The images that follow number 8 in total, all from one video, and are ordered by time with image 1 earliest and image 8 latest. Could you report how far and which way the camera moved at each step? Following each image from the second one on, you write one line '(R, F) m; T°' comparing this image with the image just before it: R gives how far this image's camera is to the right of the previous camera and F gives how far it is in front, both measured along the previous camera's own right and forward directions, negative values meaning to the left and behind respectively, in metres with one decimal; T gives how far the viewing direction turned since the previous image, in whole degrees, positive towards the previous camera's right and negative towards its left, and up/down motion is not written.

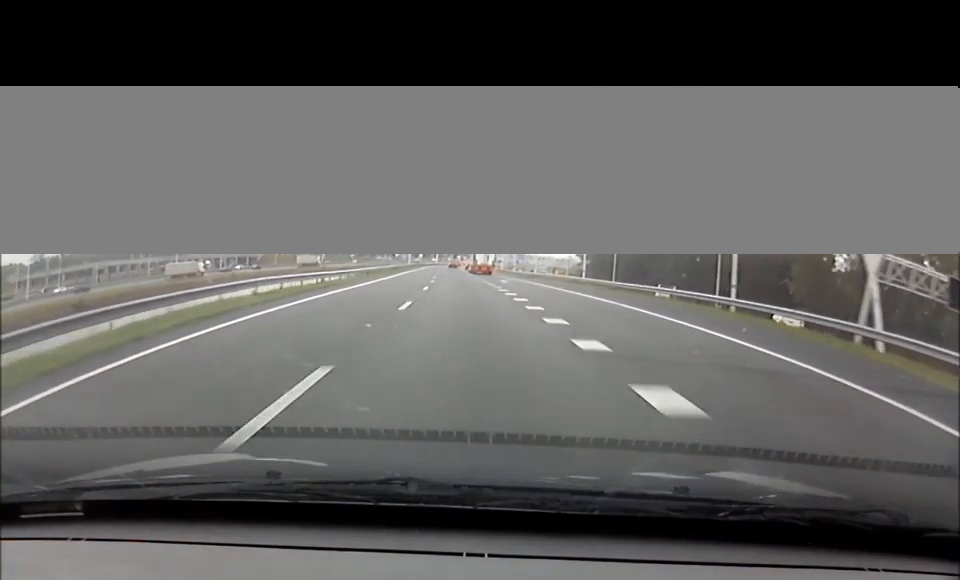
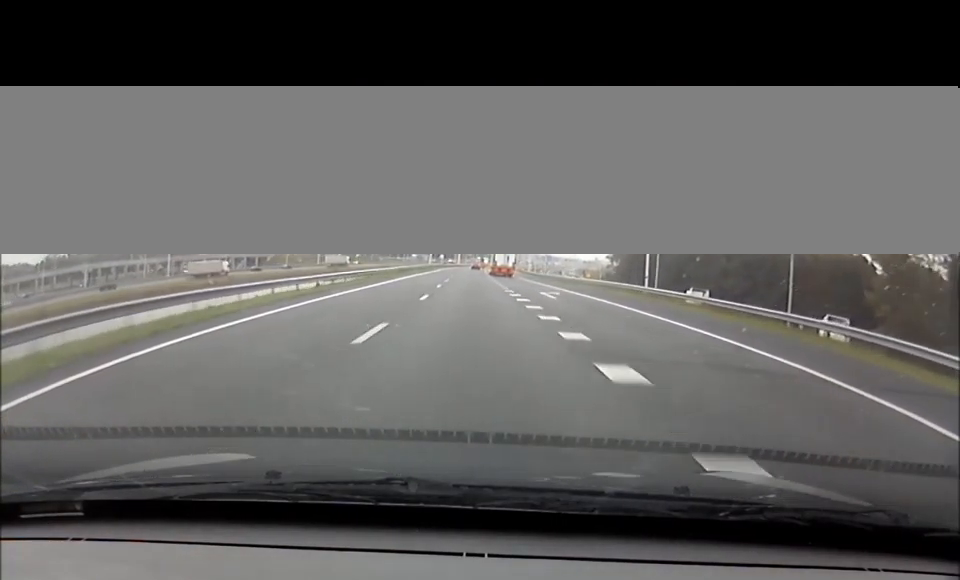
(+0.4, +18.8) m; -2°
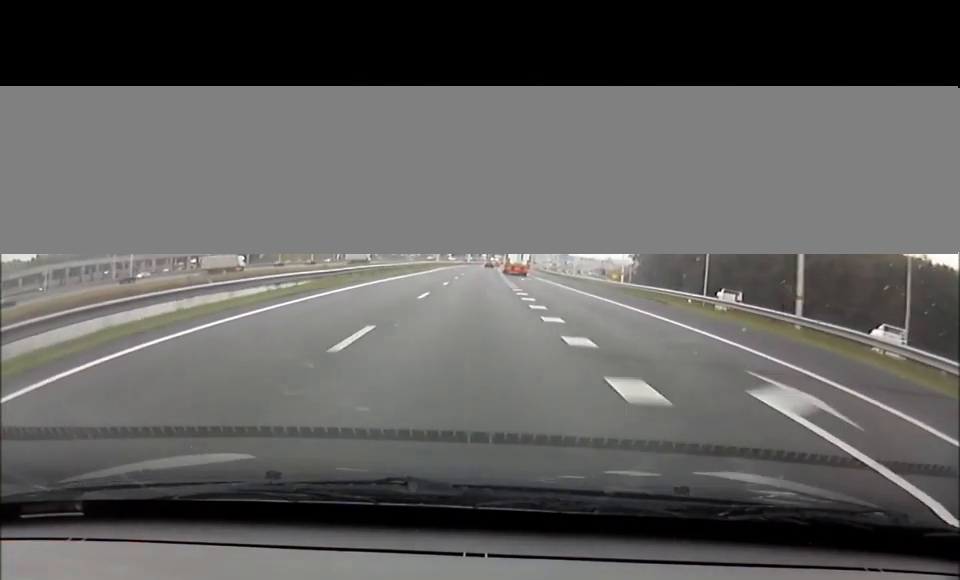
(-1.7, +25.2) m; -3°
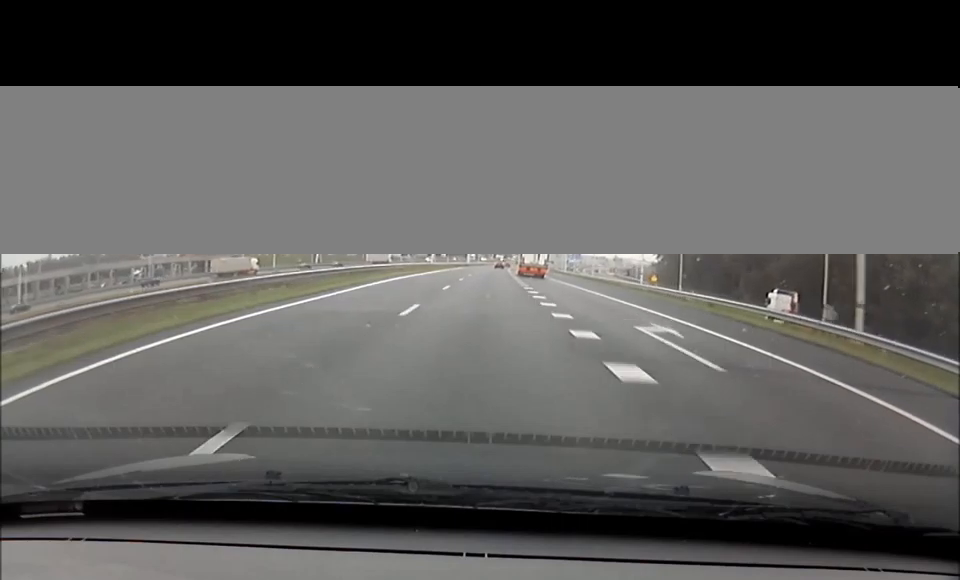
(-0.7, +41.7) m; -2°
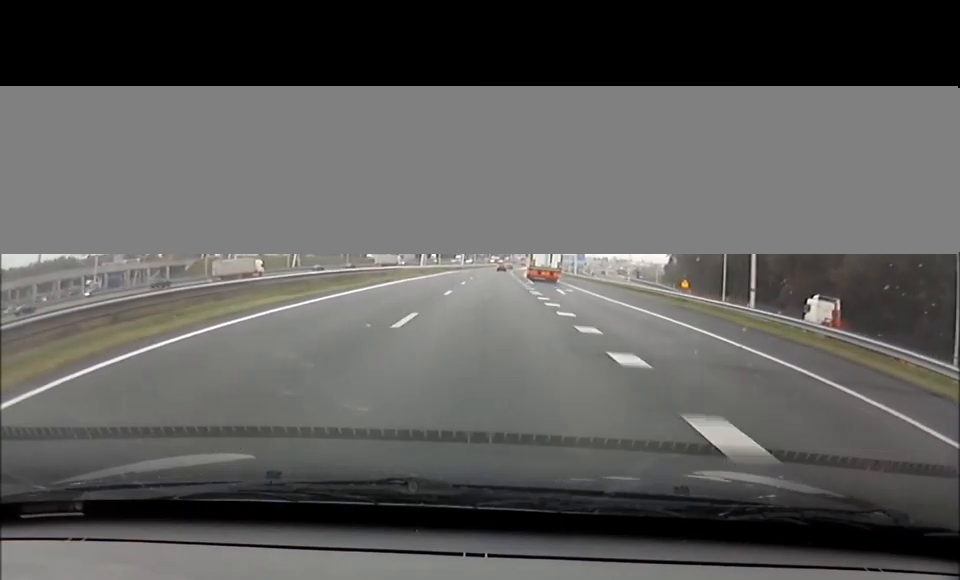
(-0.3, +24.7) m; -1°
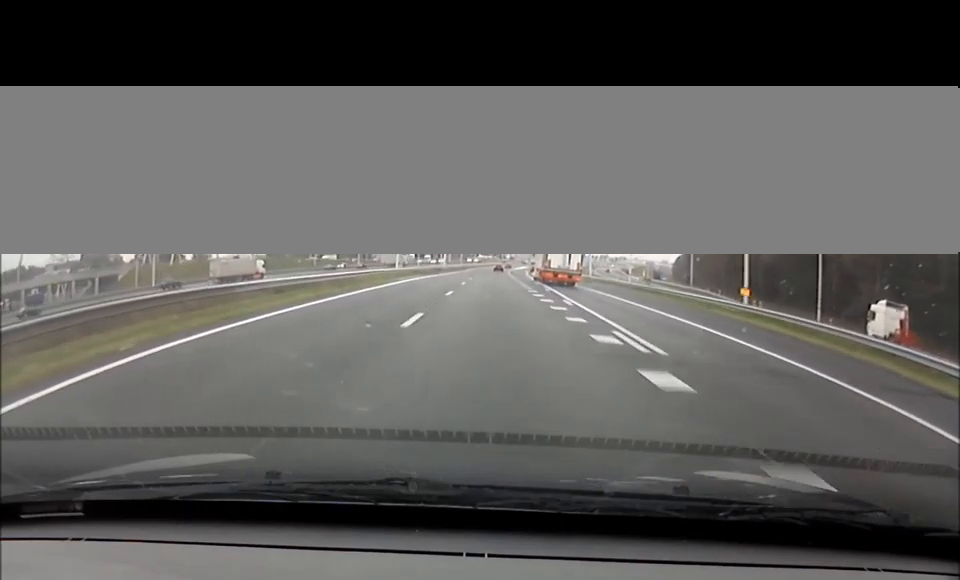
(0.0, +30.9) m; 0°
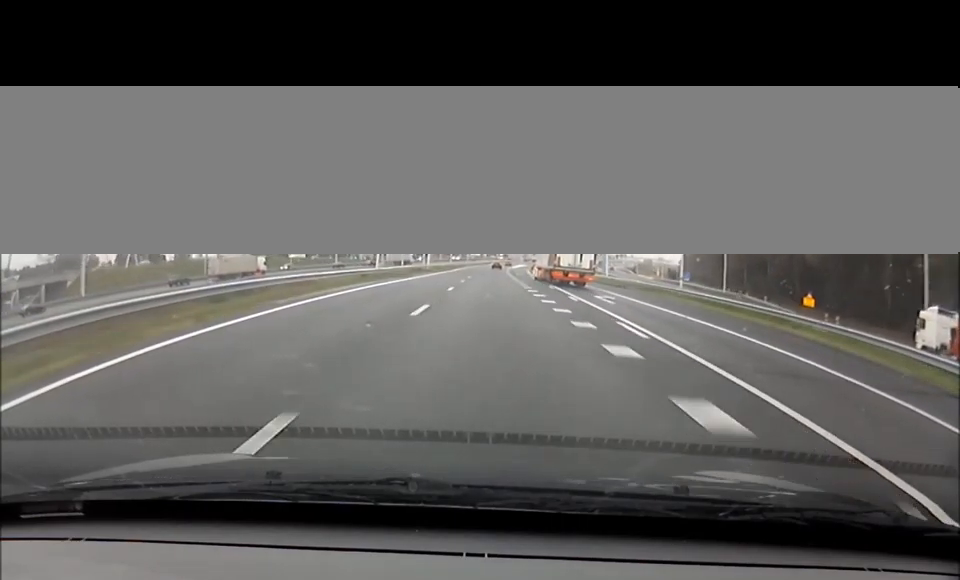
(0.0, +17.4) m; 0°
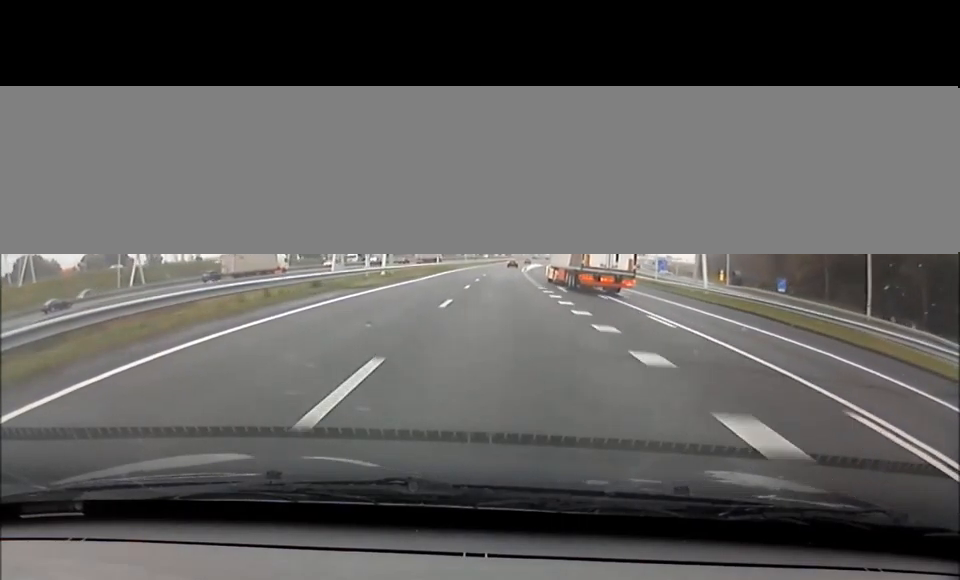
(0.0, +33.5) m; 0°
